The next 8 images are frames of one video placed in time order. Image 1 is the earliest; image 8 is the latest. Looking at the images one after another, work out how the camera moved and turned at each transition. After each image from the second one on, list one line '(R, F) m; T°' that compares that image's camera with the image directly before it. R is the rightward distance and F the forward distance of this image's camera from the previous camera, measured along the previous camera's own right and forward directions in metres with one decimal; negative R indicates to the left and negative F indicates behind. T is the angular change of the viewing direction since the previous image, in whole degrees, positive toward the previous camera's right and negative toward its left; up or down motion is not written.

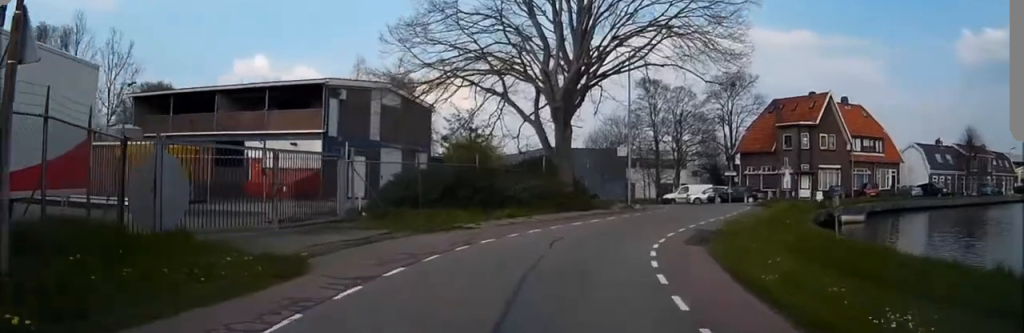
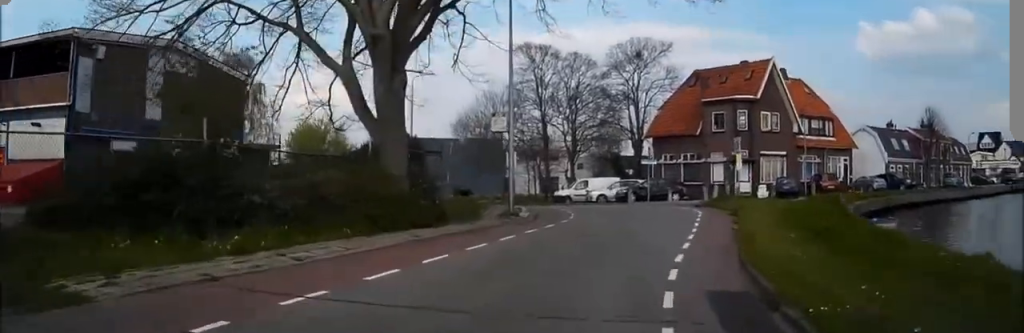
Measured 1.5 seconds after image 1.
(+1.3, +14.6) m; +11°
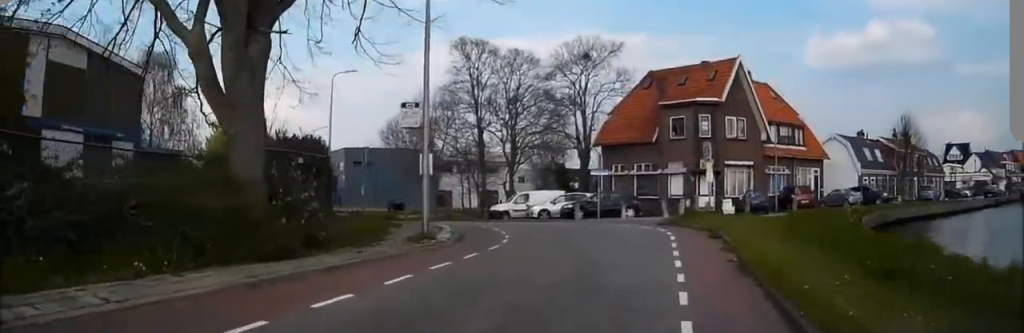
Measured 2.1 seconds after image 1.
(+0.2, +5.5) m; +5°
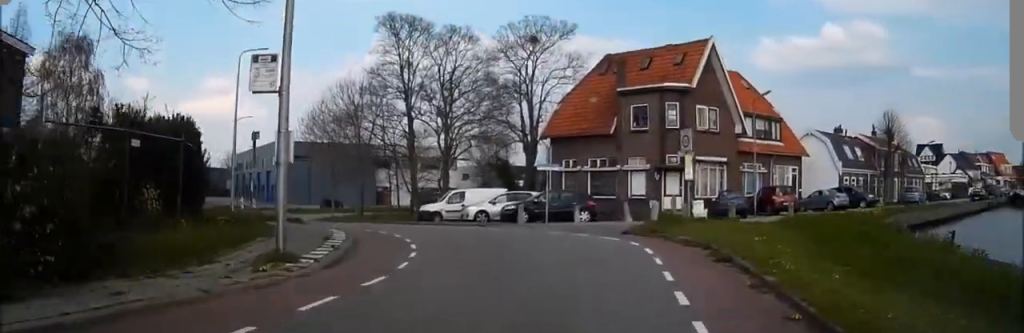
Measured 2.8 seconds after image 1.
(+0.4, +5.9) m; +2°
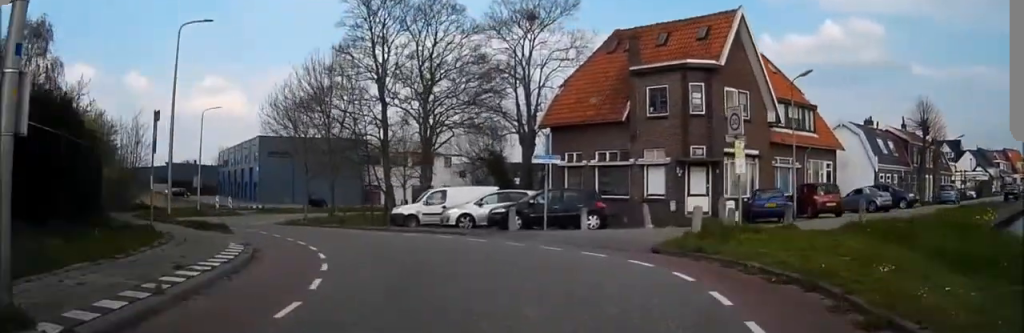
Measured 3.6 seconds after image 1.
(+0.1, +6.1) m; +1°
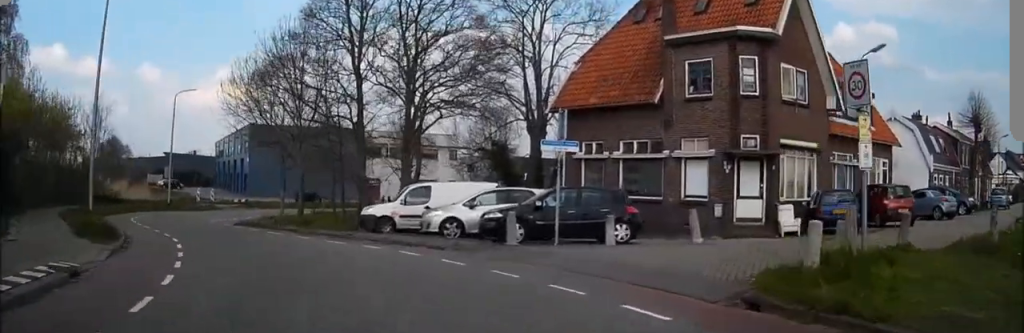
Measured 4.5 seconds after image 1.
(-0.1, +6.3) m; -1°
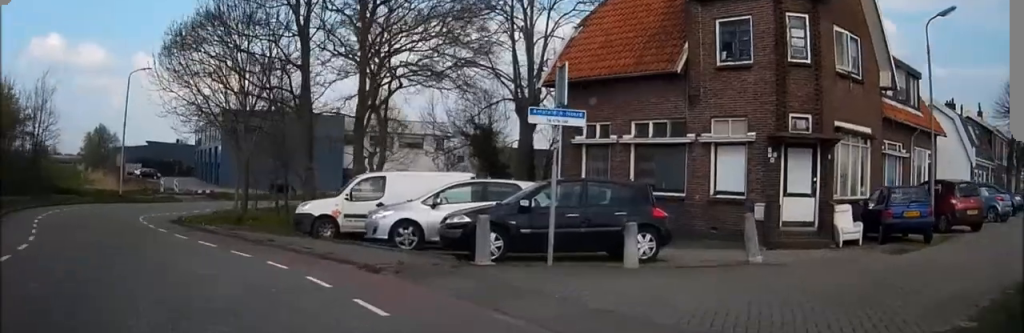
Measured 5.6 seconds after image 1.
(0.0, +6.1) m; +2°
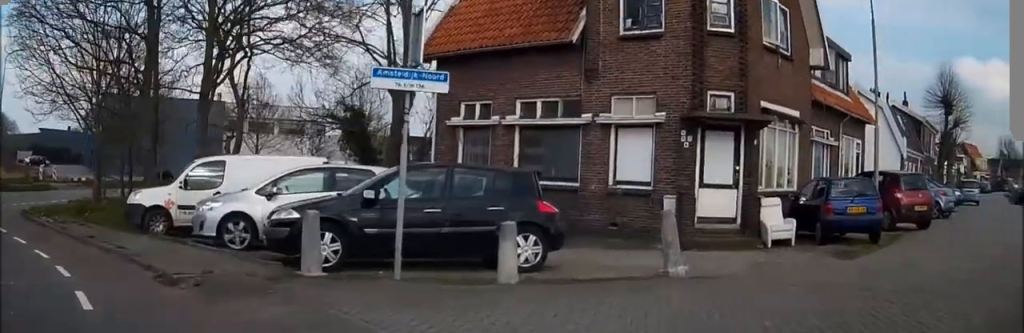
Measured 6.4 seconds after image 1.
(0.0, +3.6) m; +8°
